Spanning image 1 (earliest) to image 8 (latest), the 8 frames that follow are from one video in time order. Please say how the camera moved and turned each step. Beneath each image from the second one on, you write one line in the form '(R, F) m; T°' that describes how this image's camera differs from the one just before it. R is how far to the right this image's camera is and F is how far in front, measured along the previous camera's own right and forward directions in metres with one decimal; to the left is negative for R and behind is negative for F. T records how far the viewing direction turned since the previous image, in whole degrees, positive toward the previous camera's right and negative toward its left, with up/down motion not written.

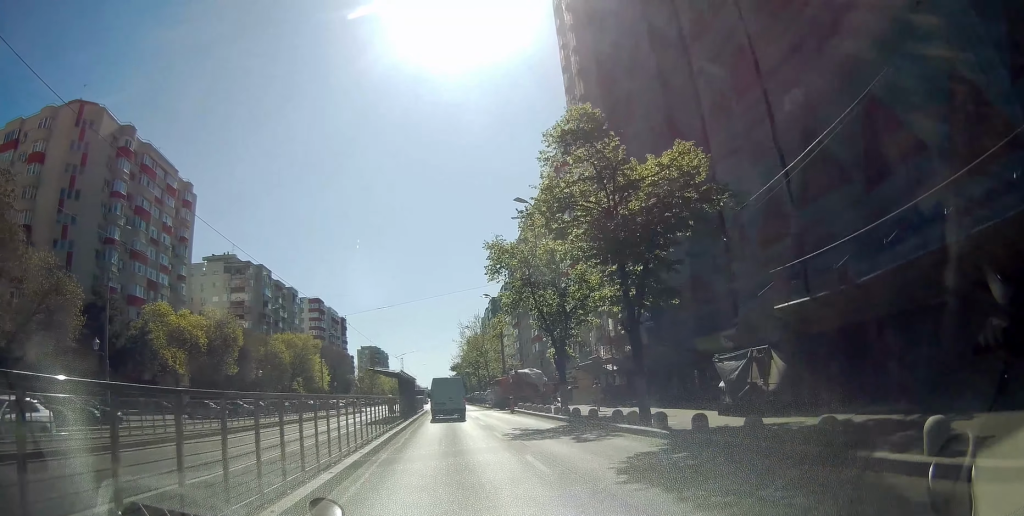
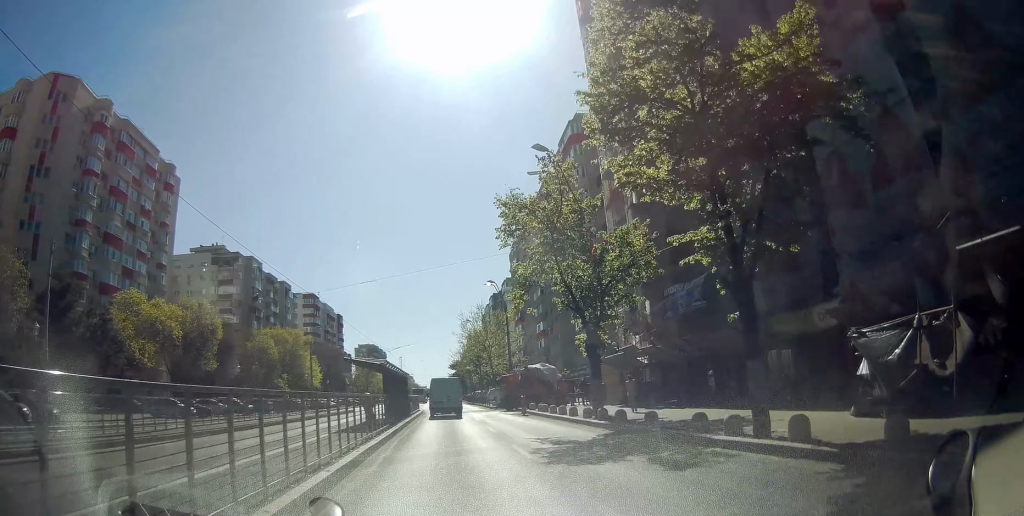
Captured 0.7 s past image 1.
(-0.1, +6.5) m; -1°
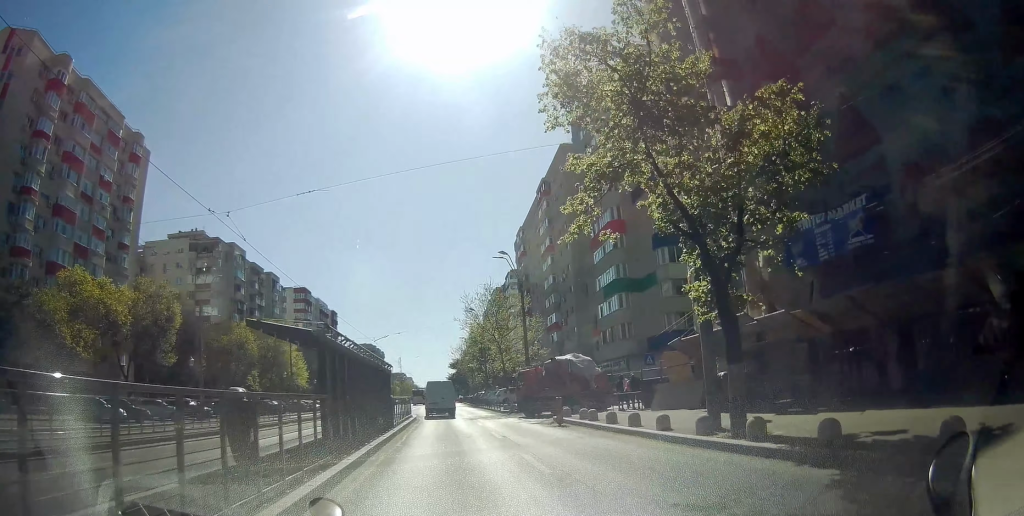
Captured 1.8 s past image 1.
(-0.1, +10.6) m; 0°
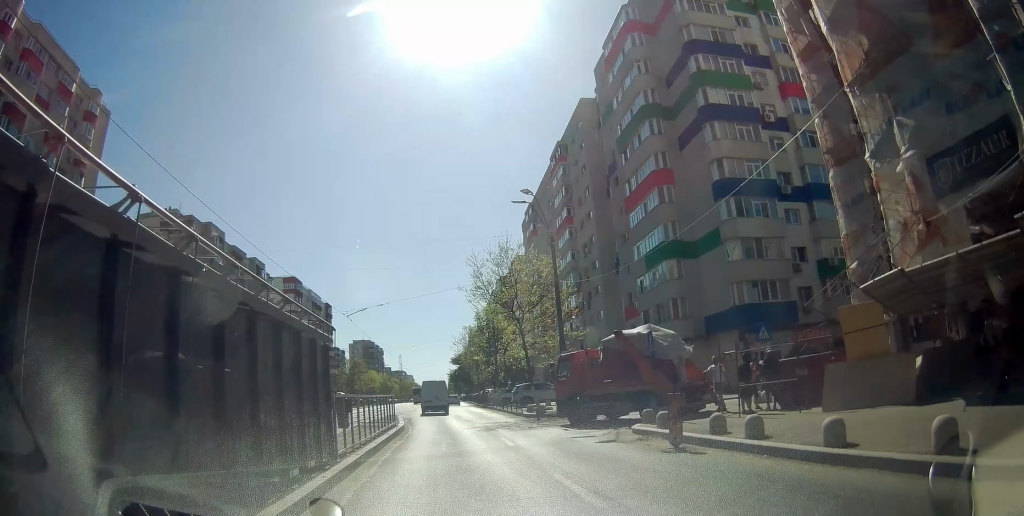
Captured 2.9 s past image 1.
(+0.2, +12.1) m; +1°
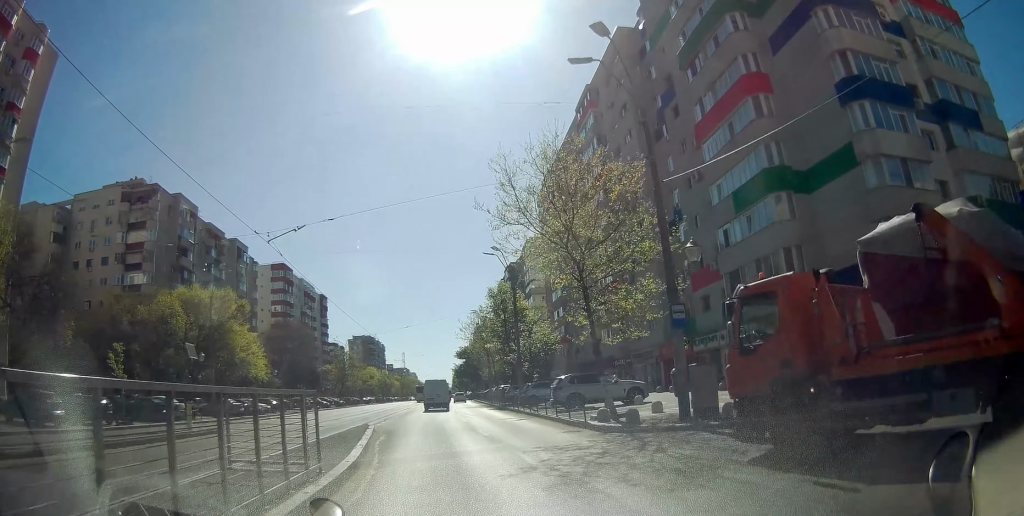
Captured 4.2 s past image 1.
(-0.1, +14.7) m; 0°
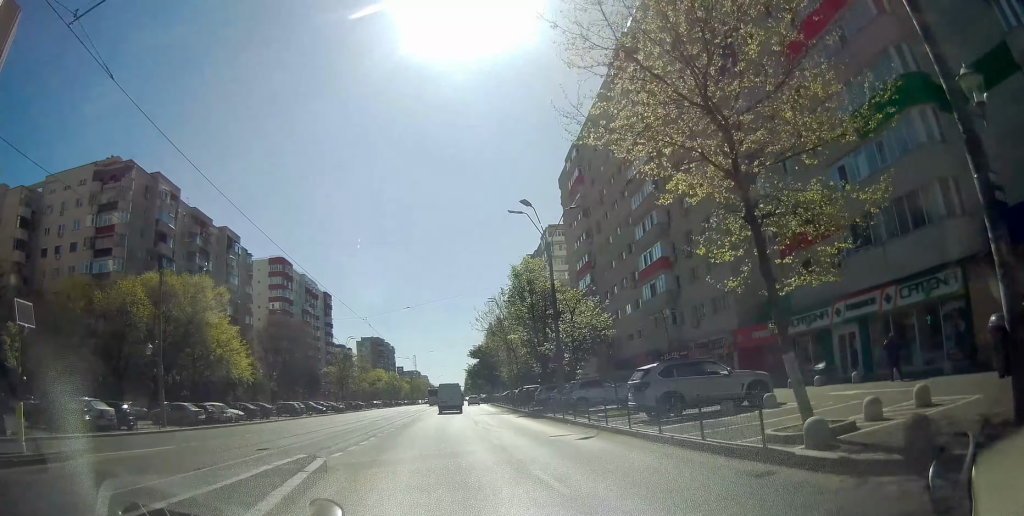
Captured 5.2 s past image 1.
(+0.1, +10.7) m; +2°
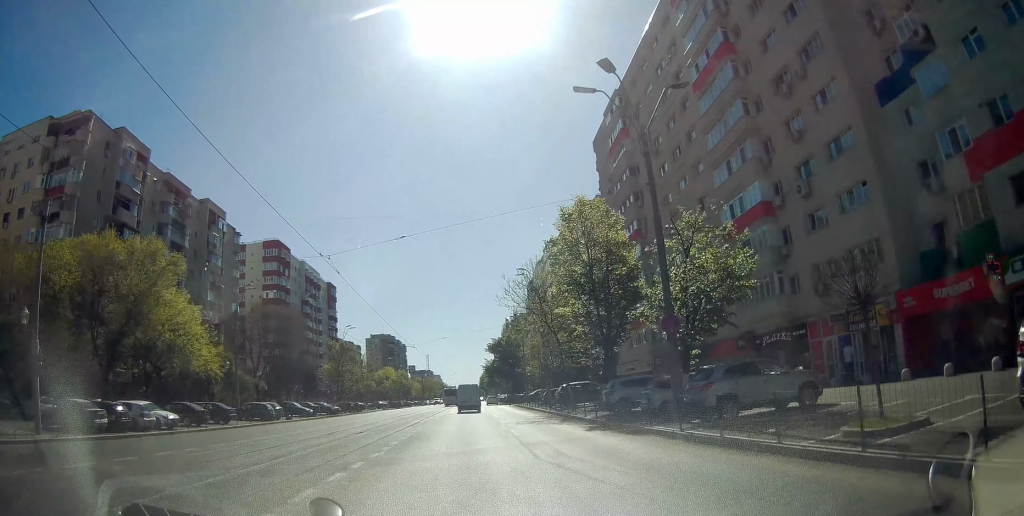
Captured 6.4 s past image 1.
(+0.3, +13.9) m; 0°
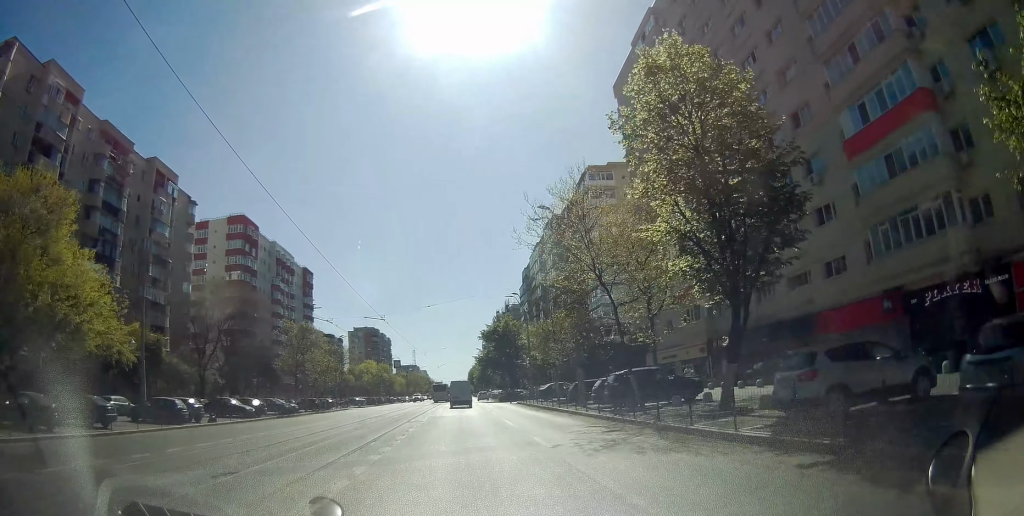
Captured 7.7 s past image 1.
(-0.3, +15.5) m; -1°
